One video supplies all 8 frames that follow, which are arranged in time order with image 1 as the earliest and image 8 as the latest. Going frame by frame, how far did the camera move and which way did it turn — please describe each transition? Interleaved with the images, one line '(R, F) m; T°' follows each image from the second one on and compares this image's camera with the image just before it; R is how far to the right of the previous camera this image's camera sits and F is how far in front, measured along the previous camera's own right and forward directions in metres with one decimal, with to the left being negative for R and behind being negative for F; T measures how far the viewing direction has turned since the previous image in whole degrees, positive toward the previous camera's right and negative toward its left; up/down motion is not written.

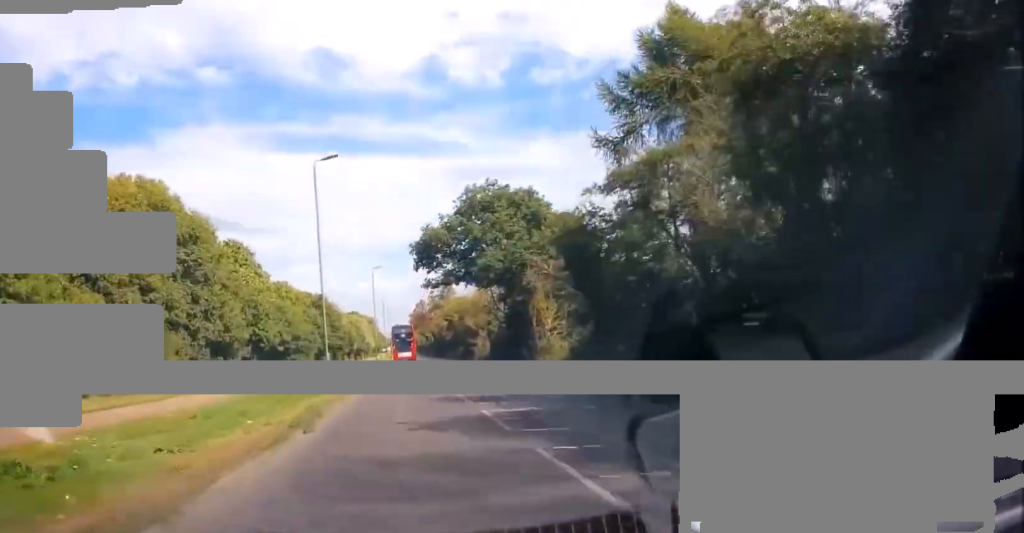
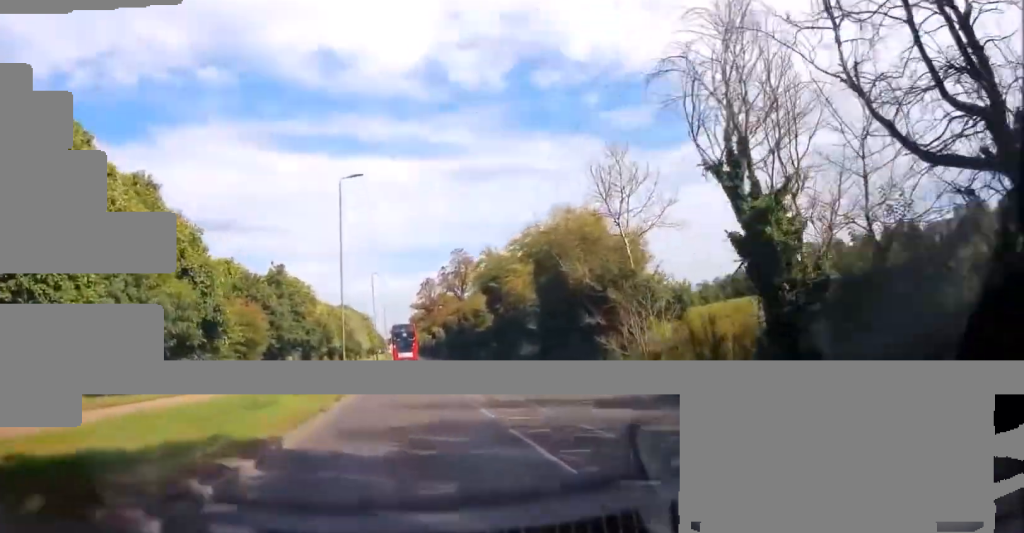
(+0.1, +39.5) m; 0°
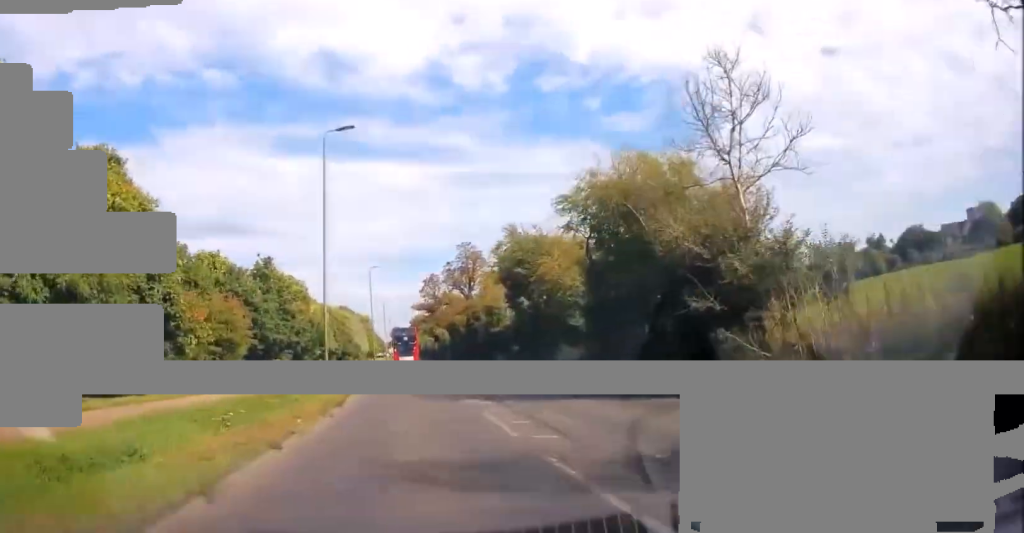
(-0.5, +8.7) m; 0°
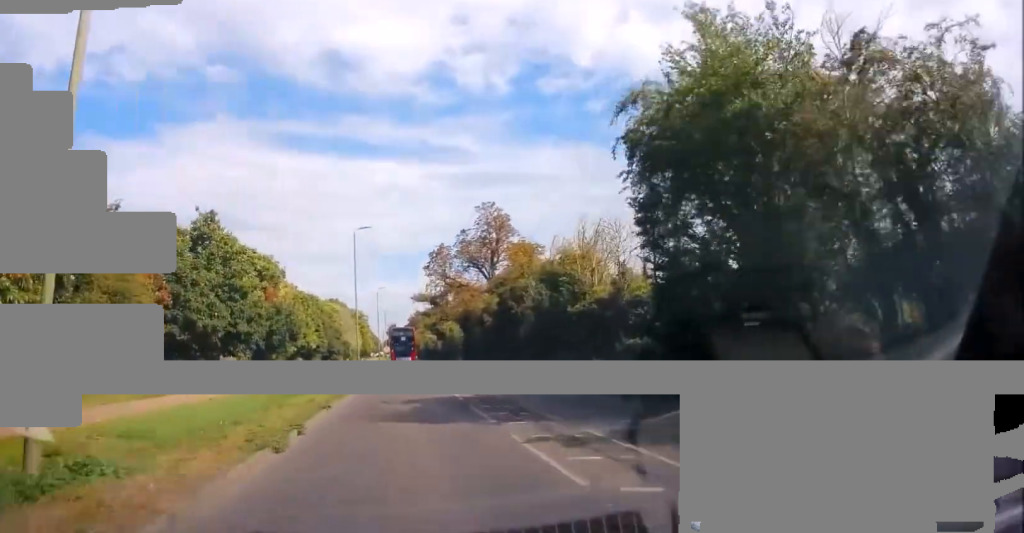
(+0.7, +21.4) m; -1°
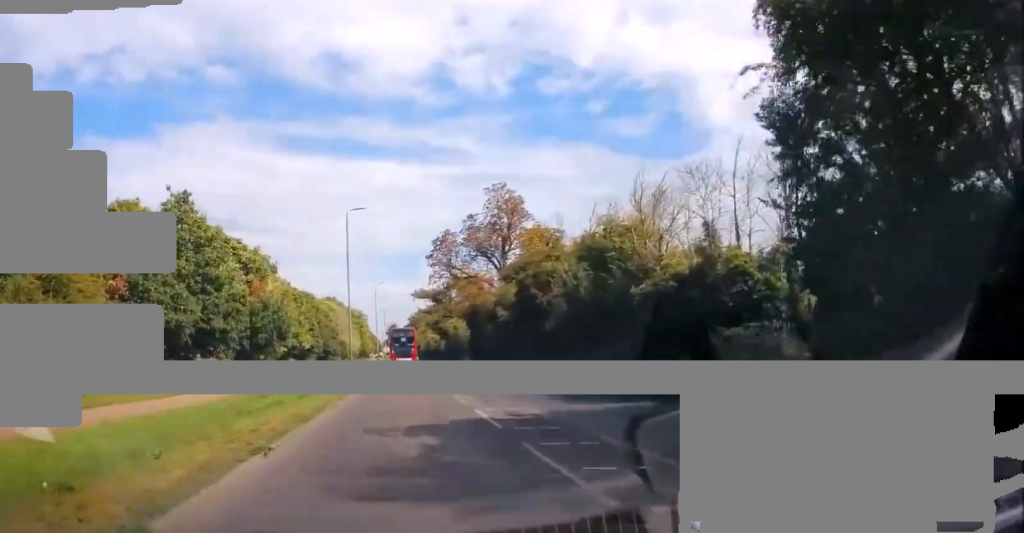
(-0.2, +6.6) m; -1°
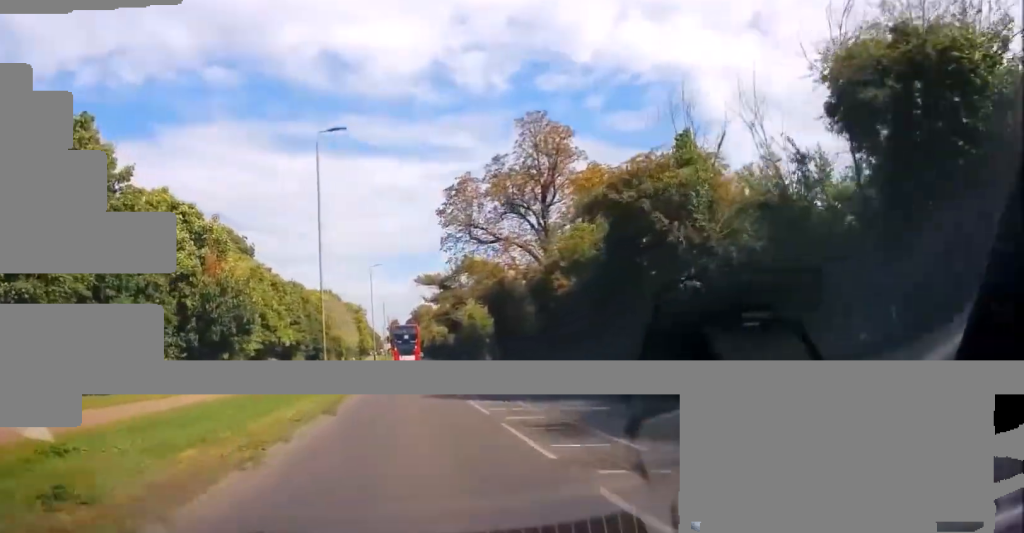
(0.0, +15.3) m; +2°
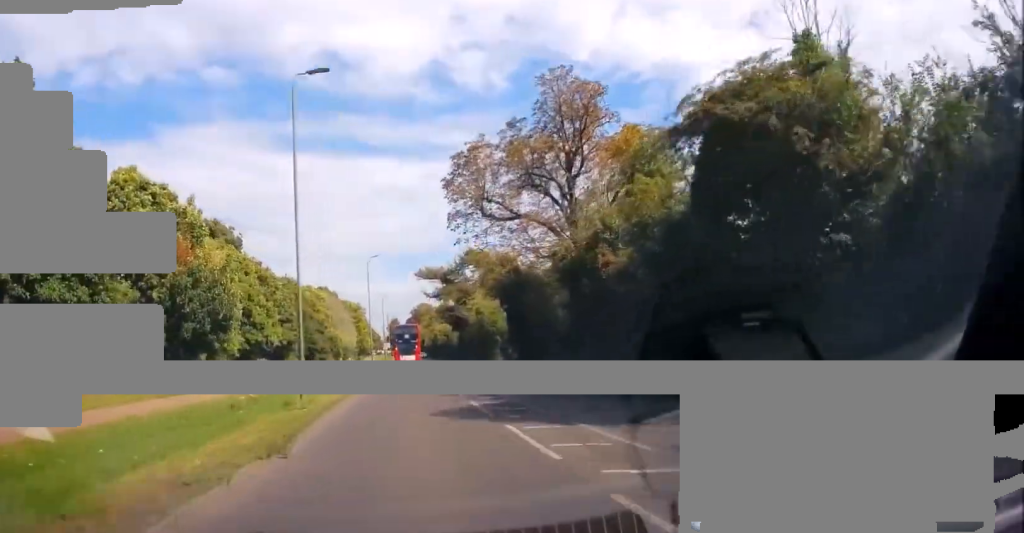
(+0.2, +5.8) m; +1°
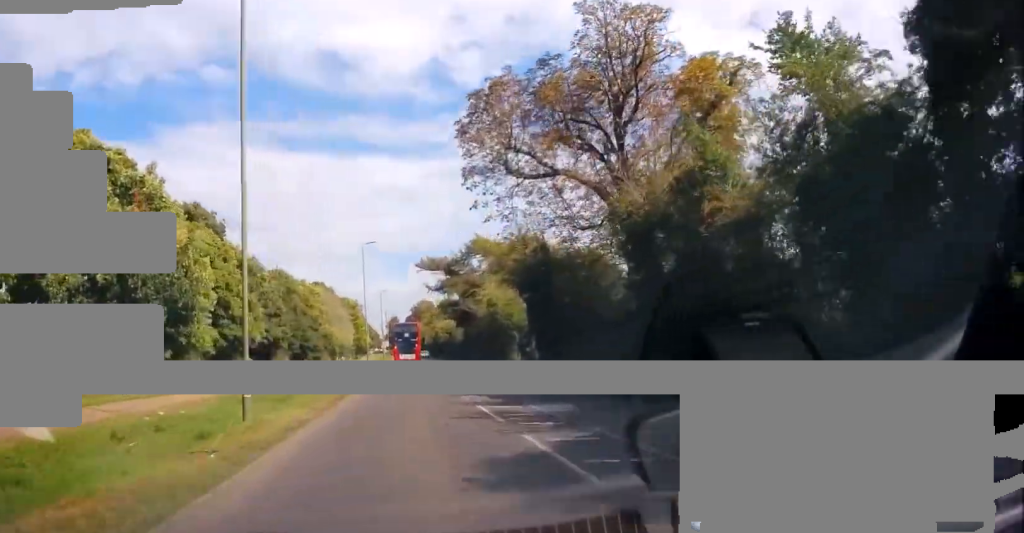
(+0.1, +7.5) m; +1°
